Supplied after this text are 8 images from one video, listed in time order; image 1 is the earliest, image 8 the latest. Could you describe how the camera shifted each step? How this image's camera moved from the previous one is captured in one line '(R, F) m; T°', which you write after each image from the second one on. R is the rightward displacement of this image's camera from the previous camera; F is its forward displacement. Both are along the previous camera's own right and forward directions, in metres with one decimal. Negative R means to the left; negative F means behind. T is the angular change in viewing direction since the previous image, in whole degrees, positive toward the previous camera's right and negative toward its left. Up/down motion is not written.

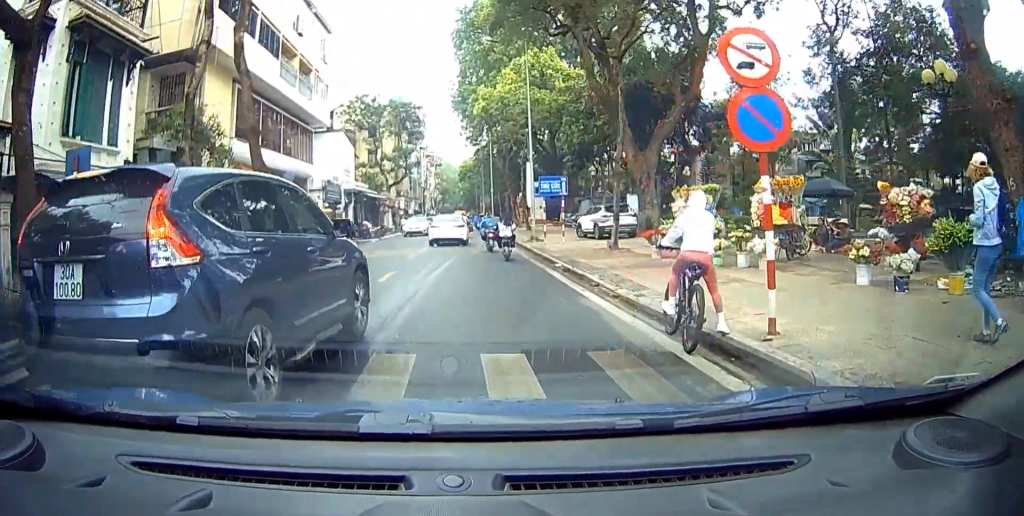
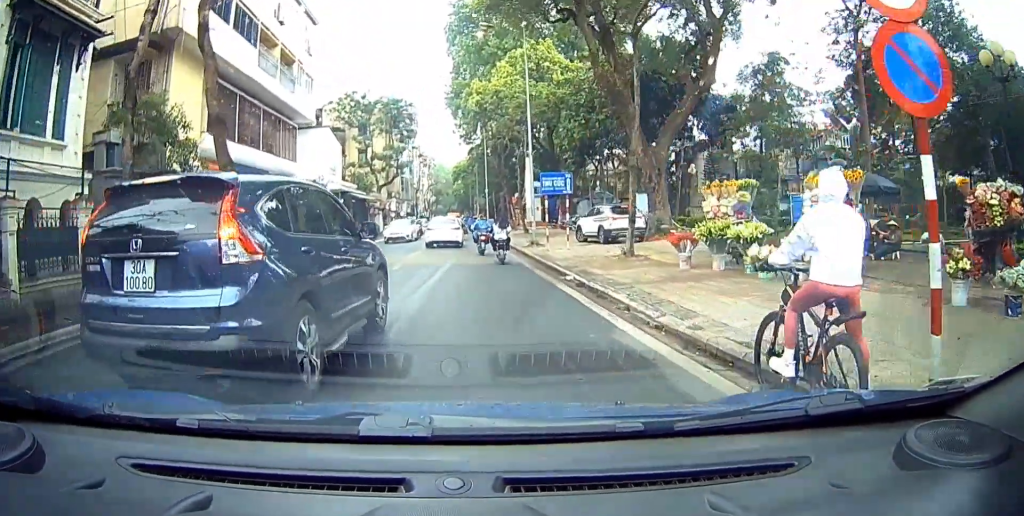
(0.0, +2.1) m; 0°
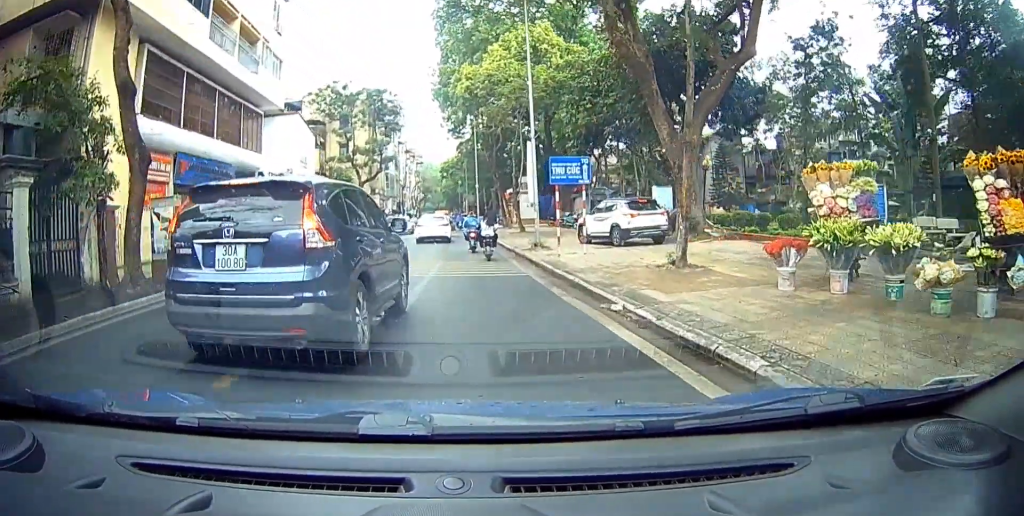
(0.0, +4.4) m; 0°
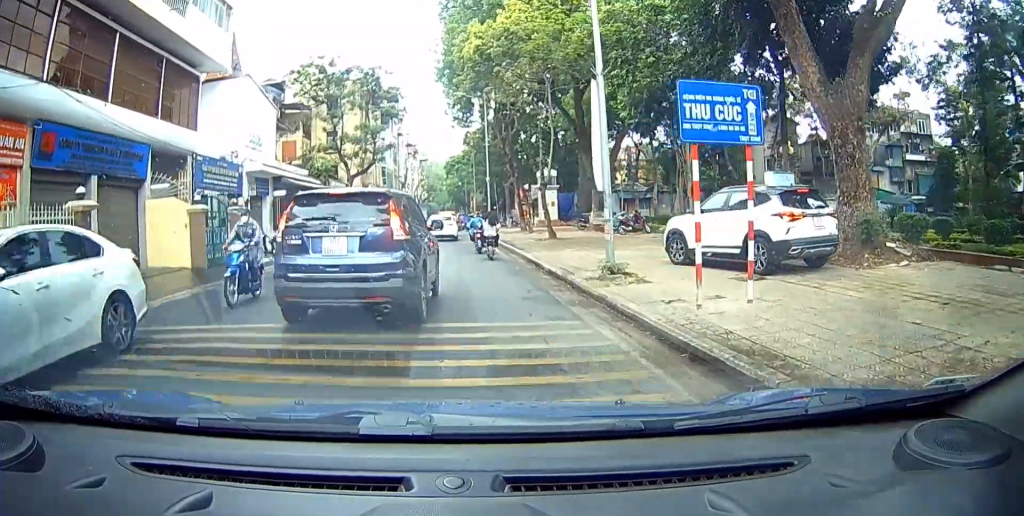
(0.0, +9.1) m; 0°
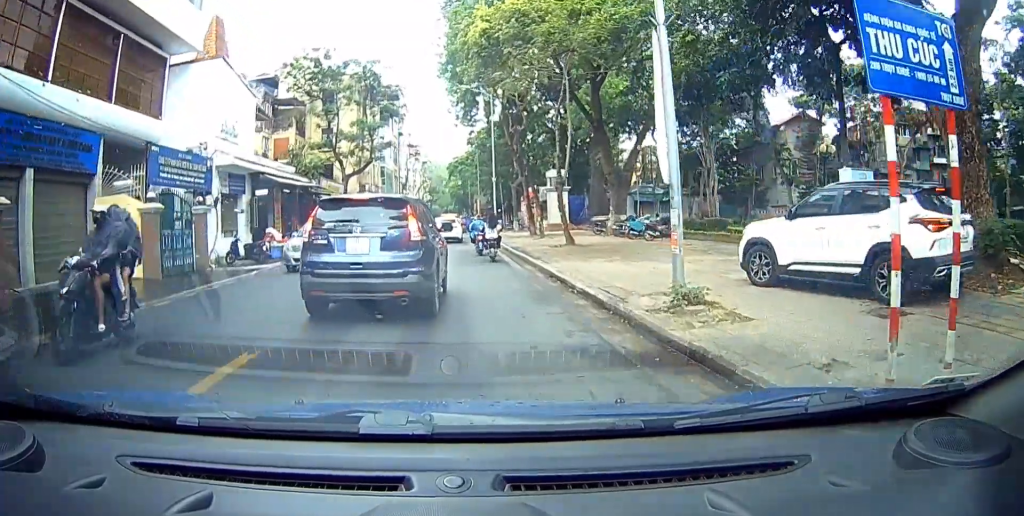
(0.0, +3.6) m; 0°
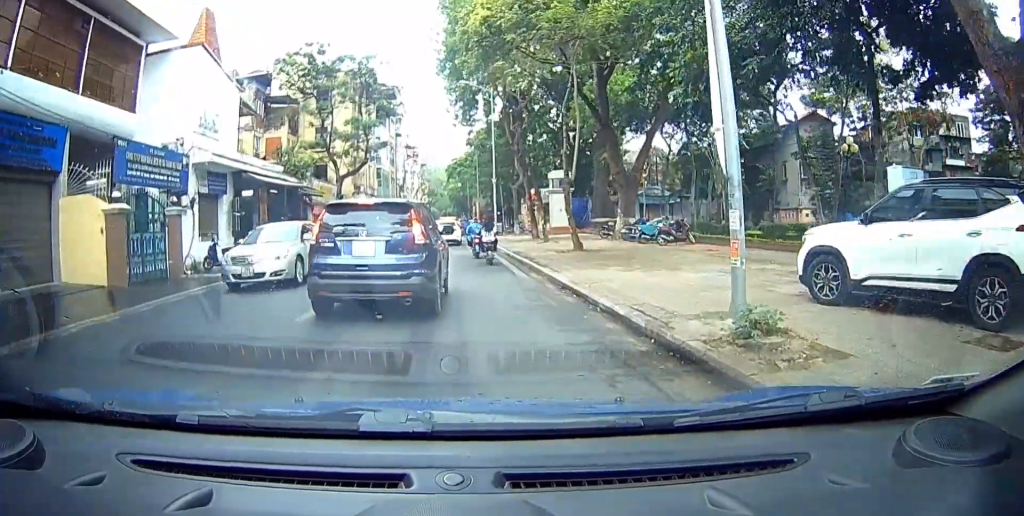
(0.0, +2.0) m; 0°
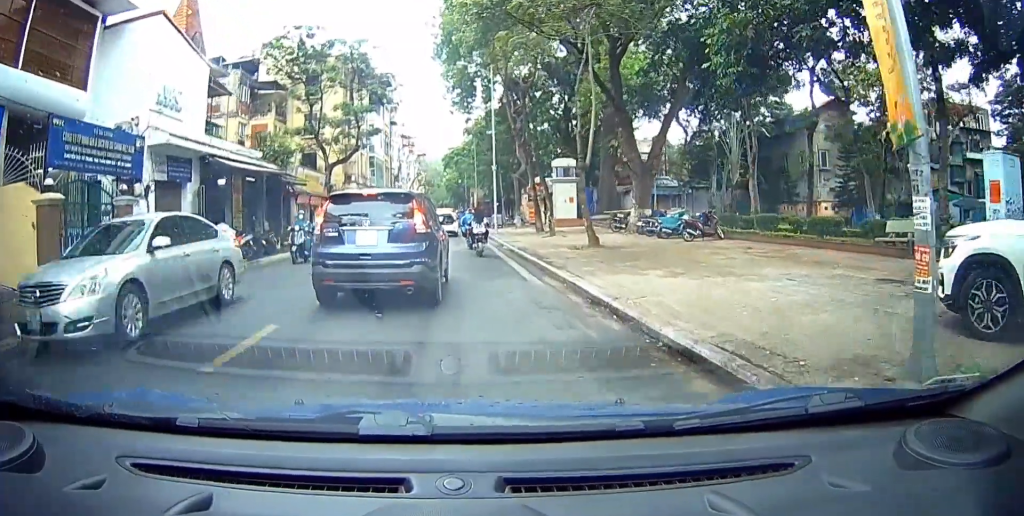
(0.0, +2.8) m; 0°
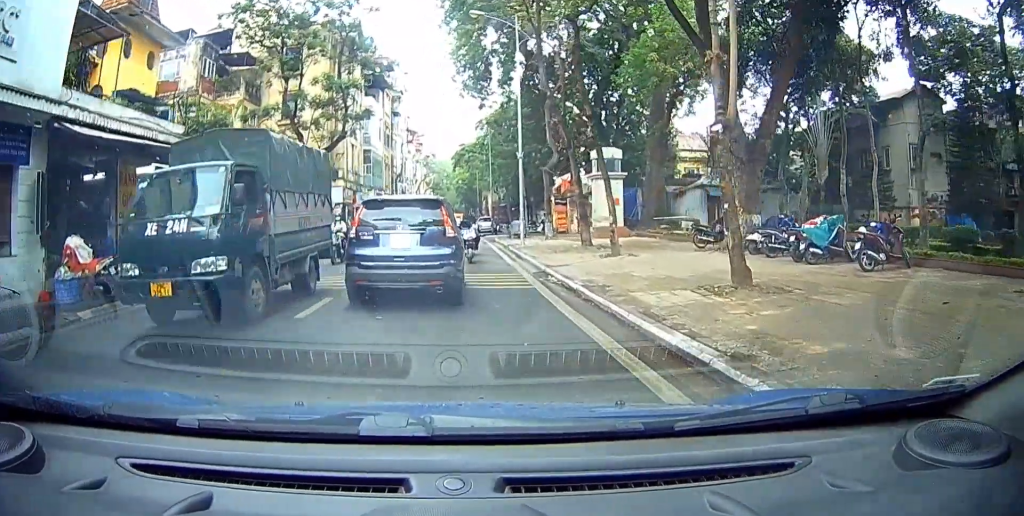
(0.0, +9.4) m; 0°
